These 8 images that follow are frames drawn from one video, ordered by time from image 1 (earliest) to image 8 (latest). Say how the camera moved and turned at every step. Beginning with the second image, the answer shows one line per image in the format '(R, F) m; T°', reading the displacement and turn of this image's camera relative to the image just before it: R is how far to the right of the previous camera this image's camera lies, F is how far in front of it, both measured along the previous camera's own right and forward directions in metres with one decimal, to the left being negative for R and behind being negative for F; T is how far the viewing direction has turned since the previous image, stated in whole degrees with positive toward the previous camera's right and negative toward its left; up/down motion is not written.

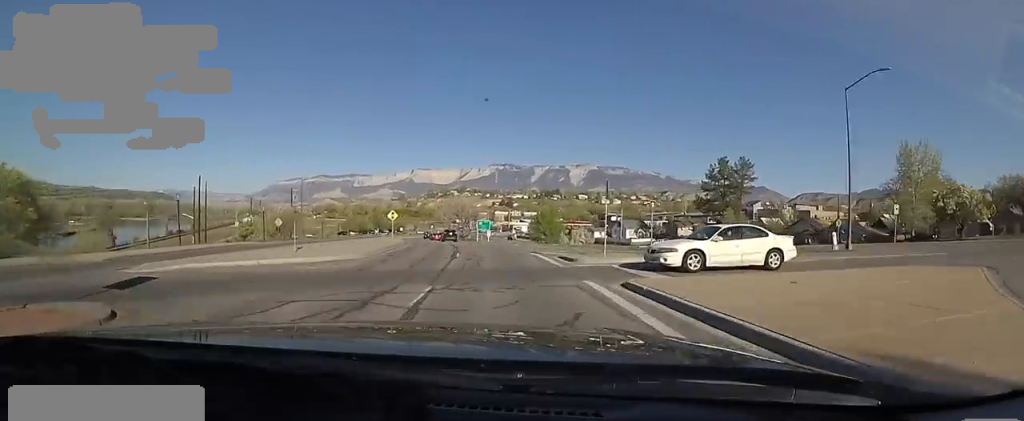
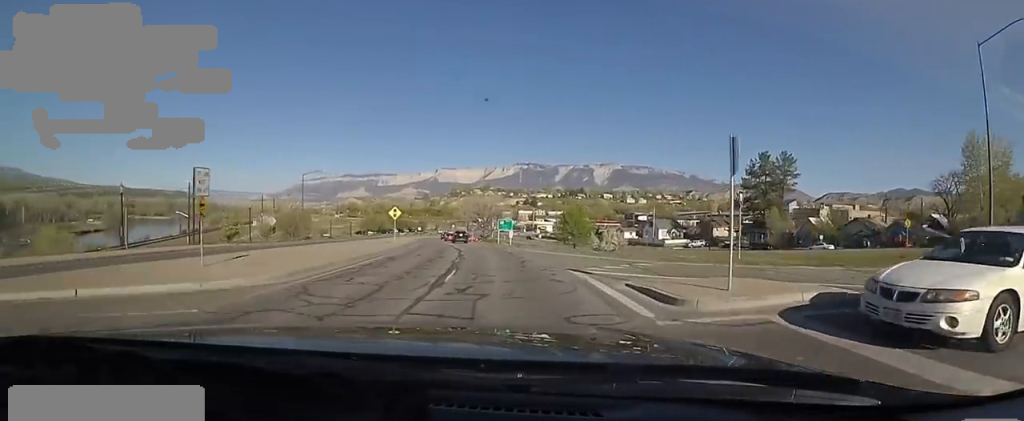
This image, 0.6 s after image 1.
(+0.2, +9.0) m; -3°
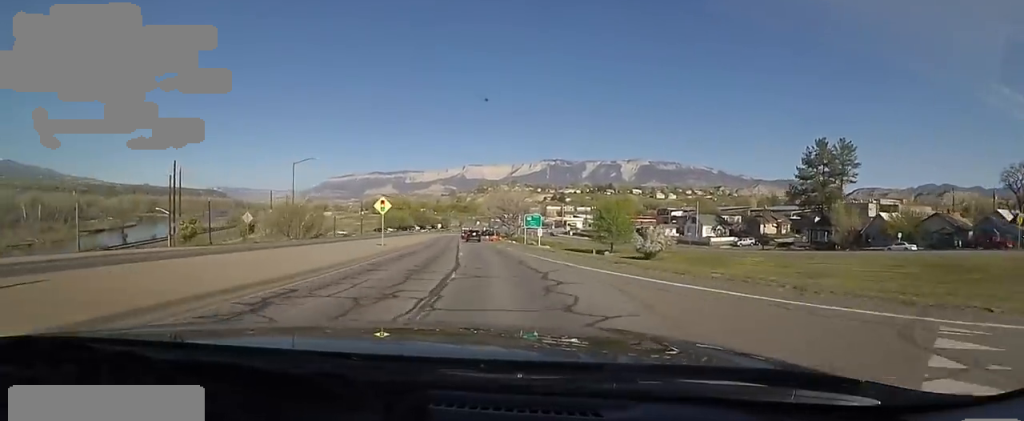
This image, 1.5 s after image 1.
(-0.4, +12.3) m; -6°
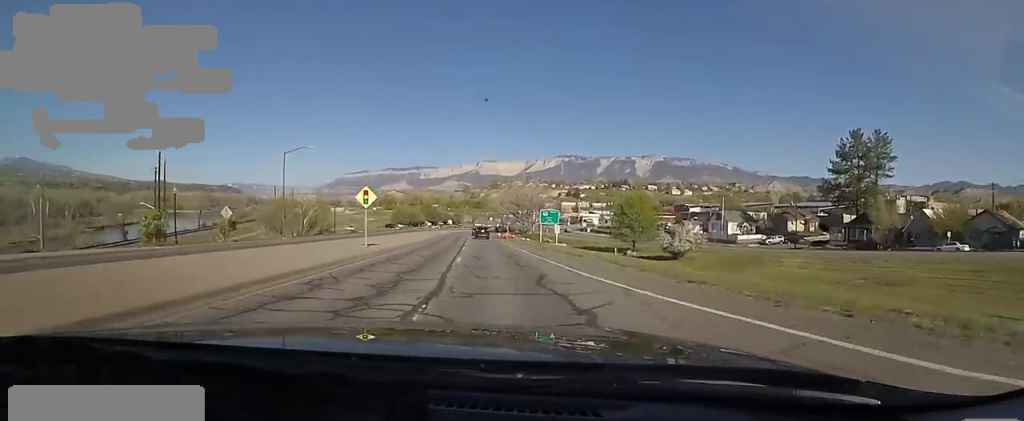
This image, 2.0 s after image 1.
(-0.5, +6.7) m; -3°
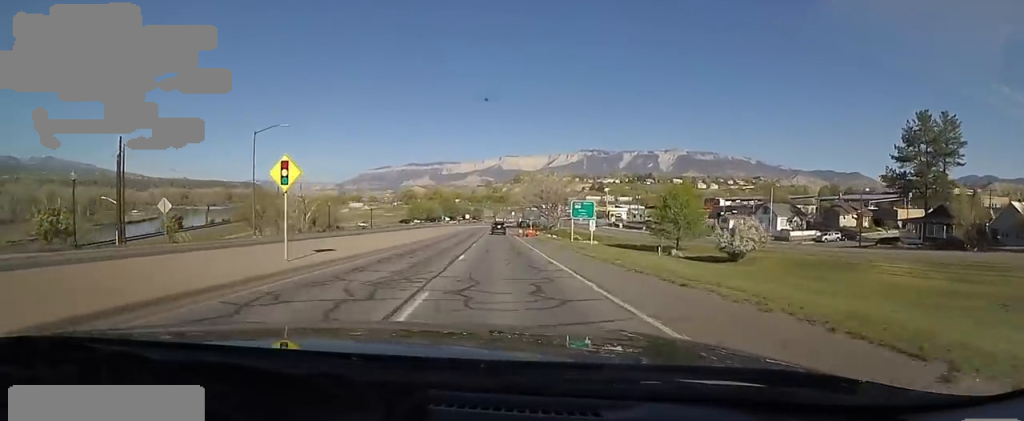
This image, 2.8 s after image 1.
(-0.2, +12.1) m; -1°
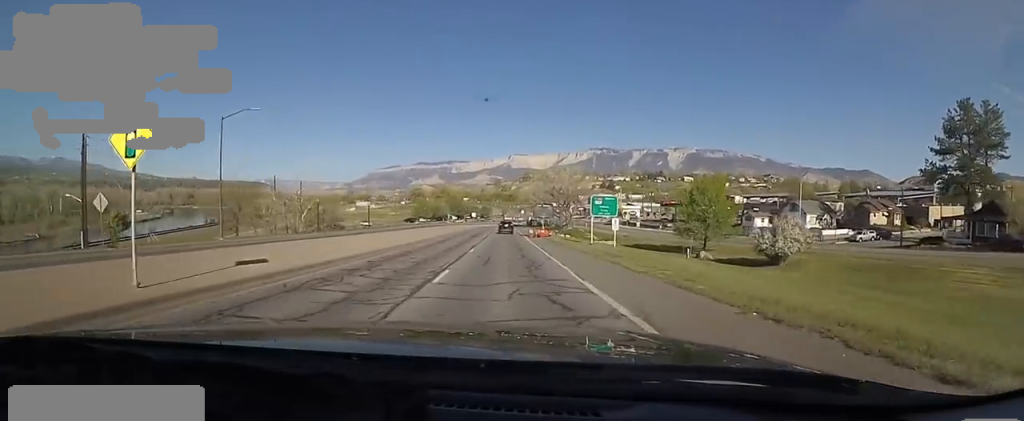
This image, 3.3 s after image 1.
(0.0, +7.3) m; 0°
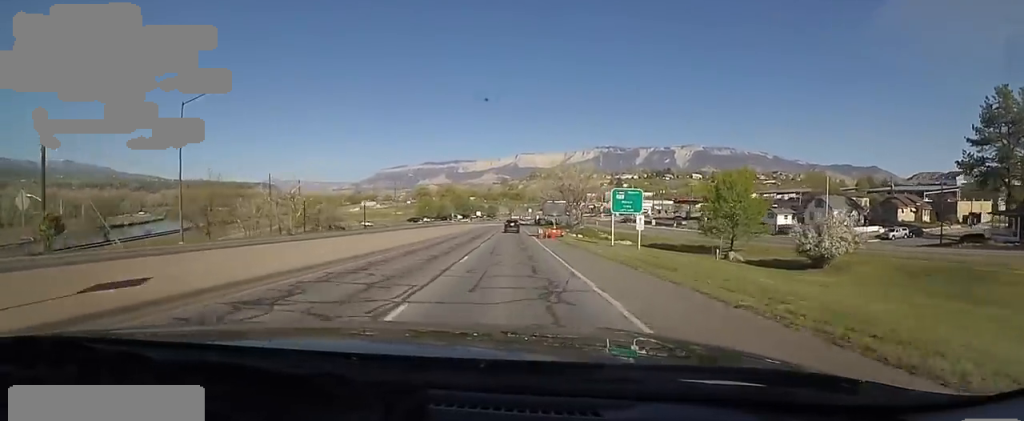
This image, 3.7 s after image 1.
(0.0, +6.3) m; 0°
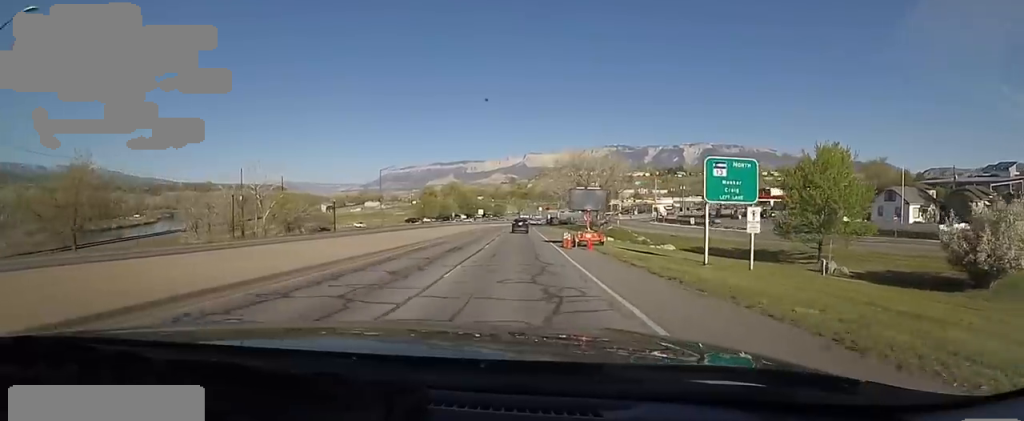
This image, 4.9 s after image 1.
(0.0, +16.4) m; -5°
